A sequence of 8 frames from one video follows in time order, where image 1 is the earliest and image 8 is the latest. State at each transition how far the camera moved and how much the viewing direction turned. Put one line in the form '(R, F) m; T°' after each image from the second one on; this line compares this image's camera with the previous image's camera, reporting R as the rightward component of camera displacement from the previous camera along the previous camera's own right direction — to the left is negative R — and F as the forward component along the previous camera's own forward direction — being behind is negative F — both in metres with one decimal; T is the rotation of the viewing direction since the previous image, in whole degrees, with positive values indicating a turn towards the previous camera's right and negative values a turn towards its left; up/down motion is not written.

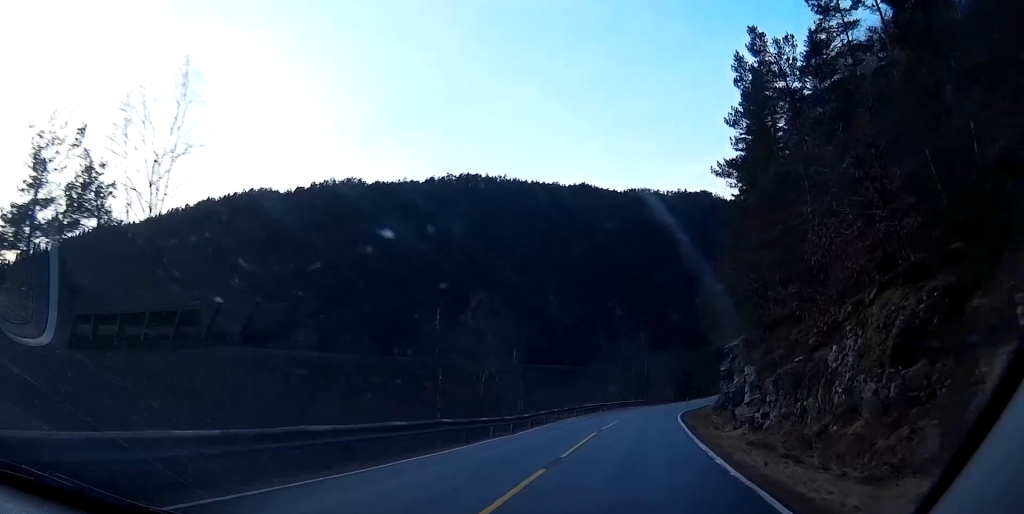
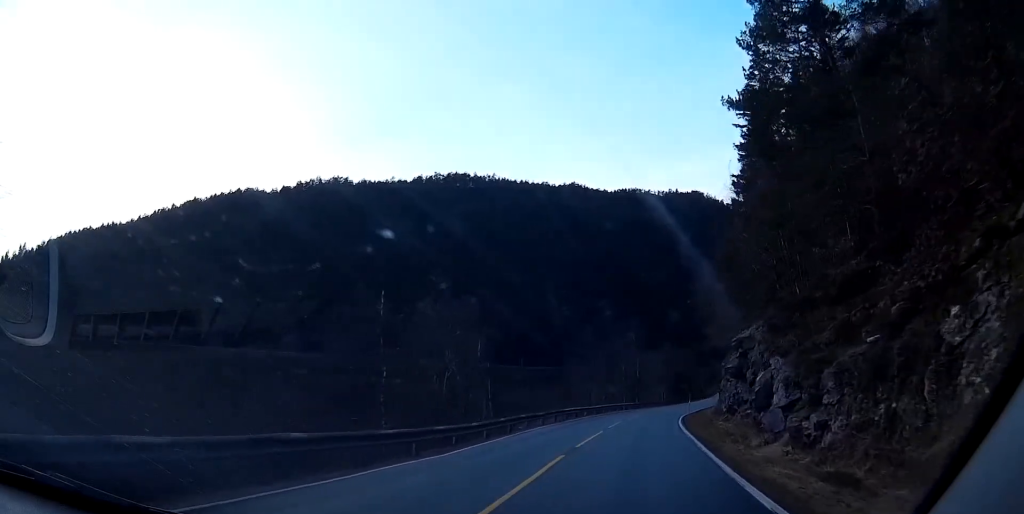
(+0.1, +7.3) m; +1°
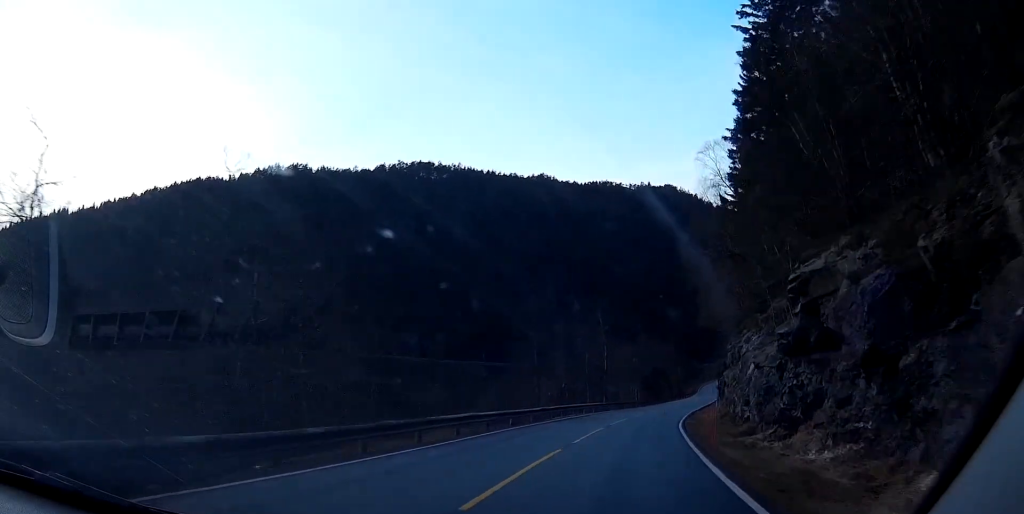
(+0.3, +20.1) m; +2°
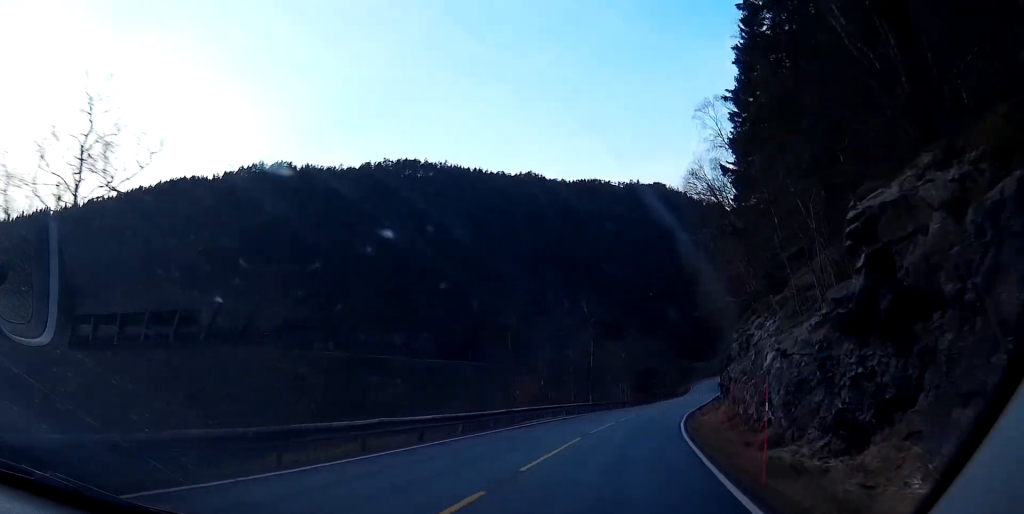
(0.0, +7.2) m; 0°
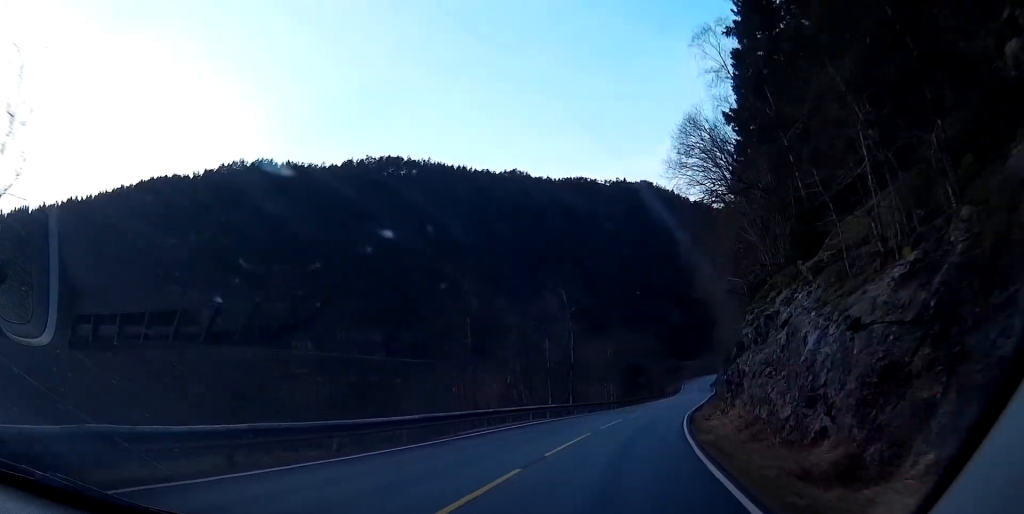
(+0.1, +9.1) m; 0°
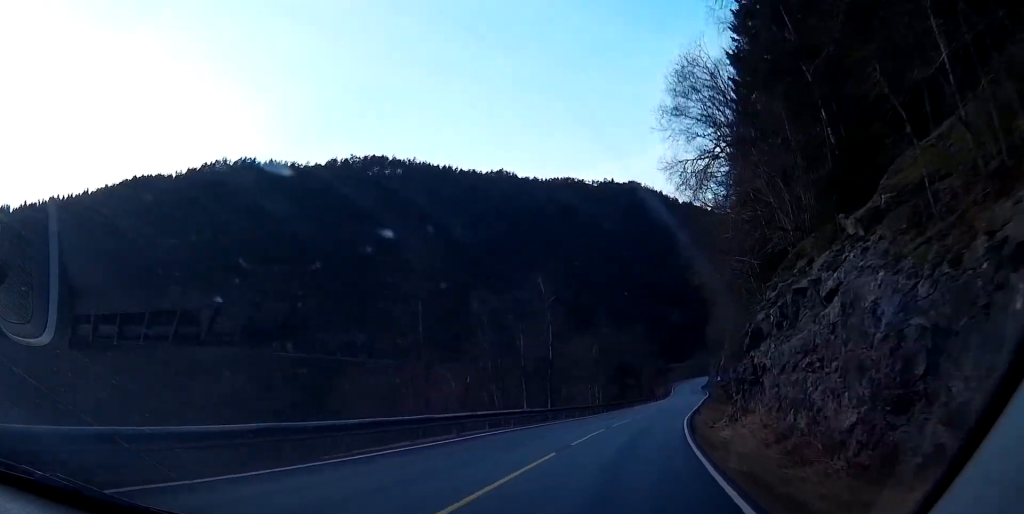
(0.0, +7.5) m; 0°
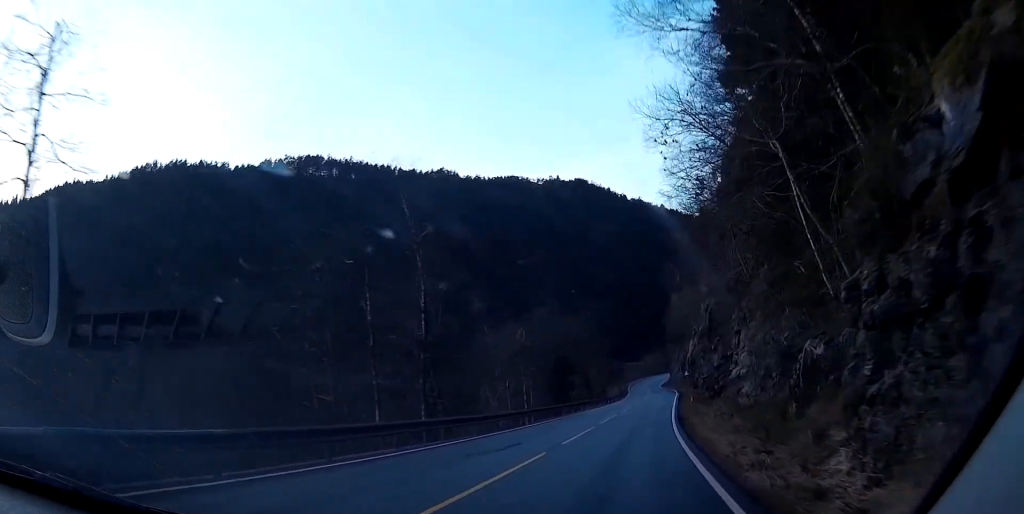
(+0.2, +23.3) m; +1°
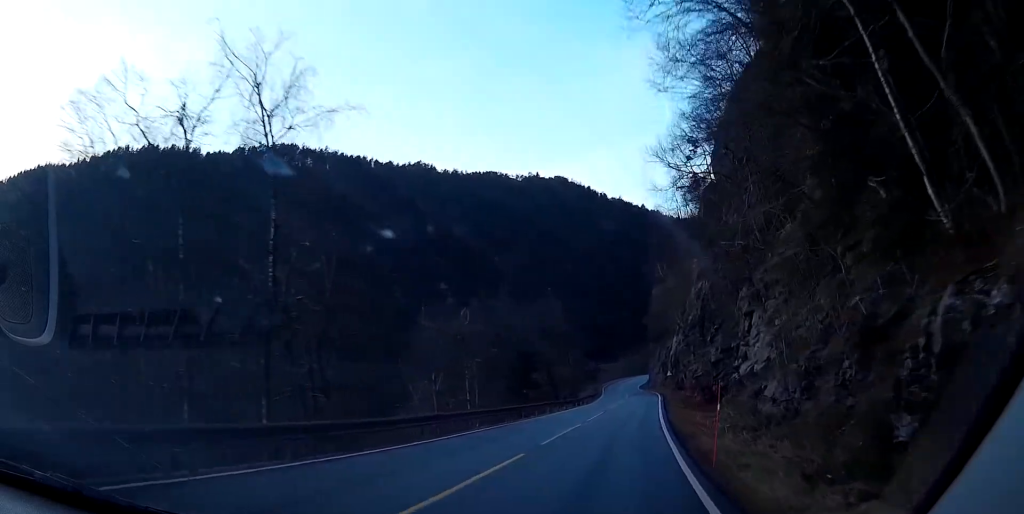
(+0.1, +12.6) m; +1°
